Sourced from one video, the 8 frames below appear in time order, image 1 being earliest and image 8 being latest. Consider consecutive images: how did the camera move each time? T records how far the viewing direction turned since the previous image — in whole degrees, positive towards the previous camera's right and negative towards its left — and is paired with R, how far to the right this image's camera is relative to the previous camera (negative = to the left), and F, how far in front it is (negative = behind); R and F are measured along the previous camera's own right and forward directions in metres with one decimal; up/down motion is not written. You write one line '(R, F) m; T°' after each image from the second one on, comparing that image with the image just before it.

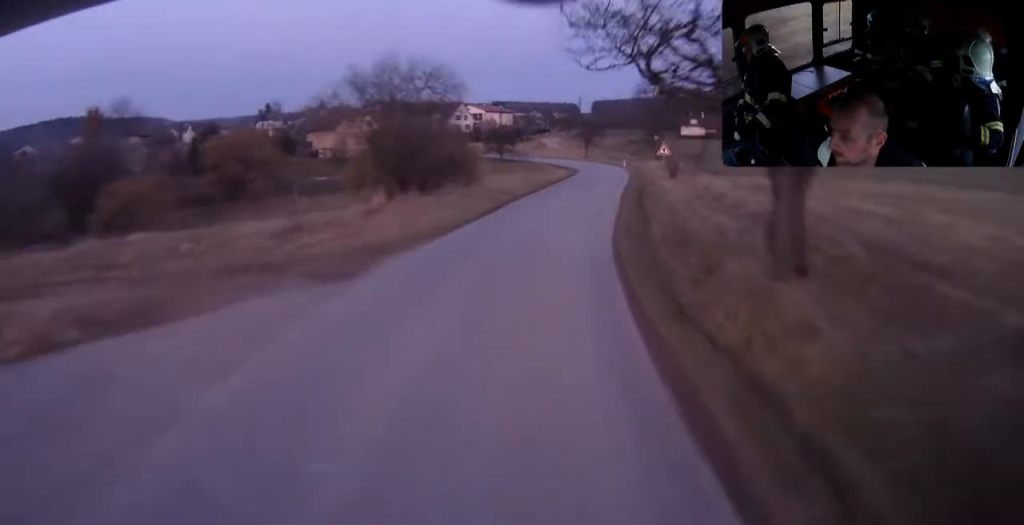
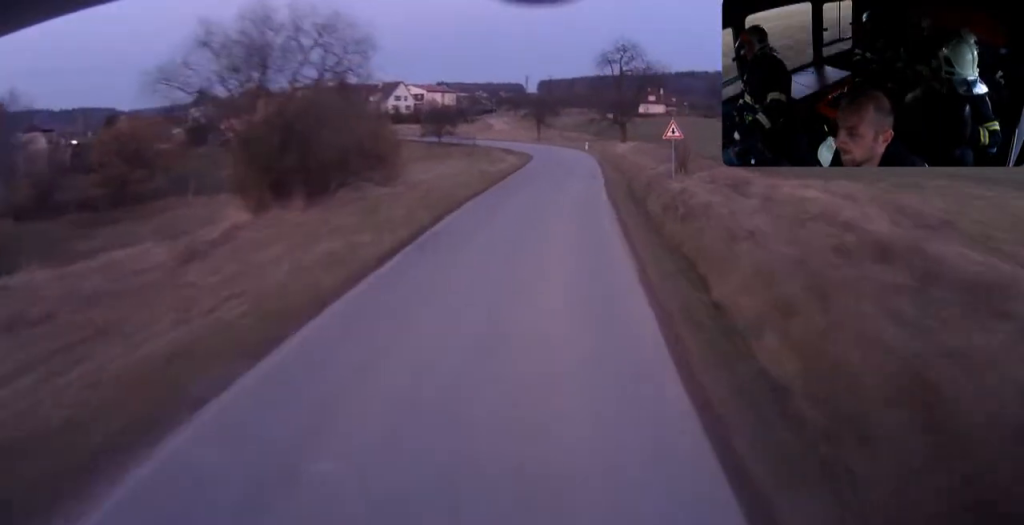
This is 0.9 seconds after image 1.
(+0.4, +16.3) m; +3°
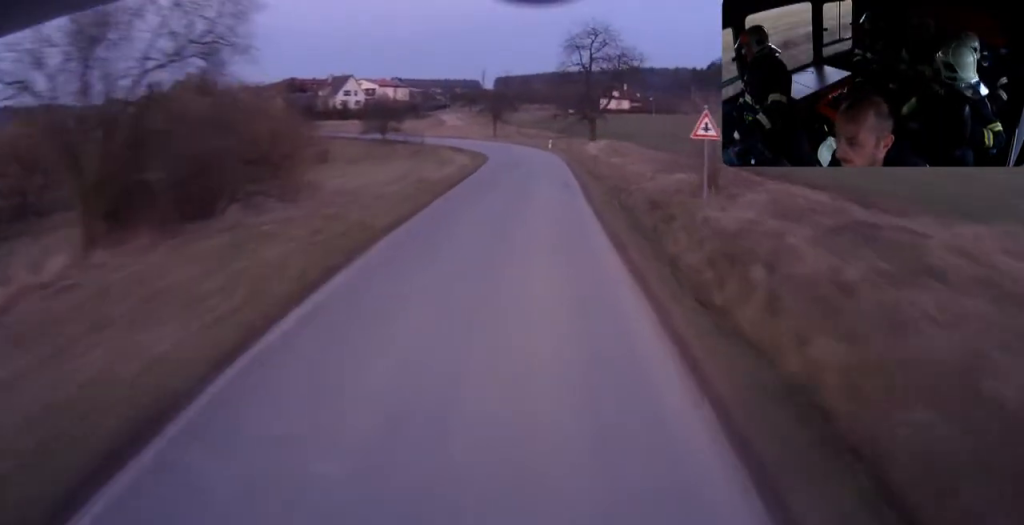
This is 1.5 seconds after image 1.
(+0.2, +11.3) m; +3°
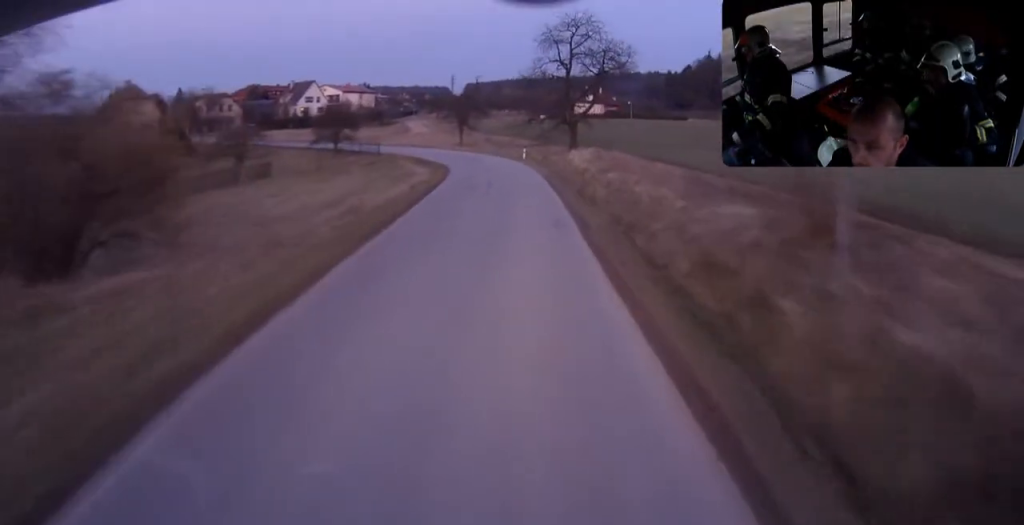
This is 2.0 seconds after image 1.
(+0.3, +10.0) m; +1°
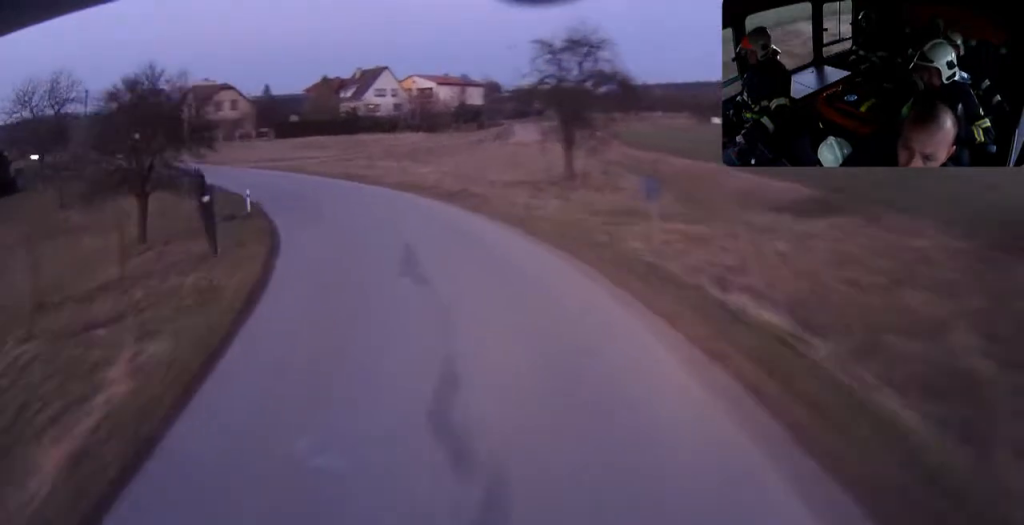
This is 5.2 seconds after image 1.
(-5.6, +58.1) m; -17°
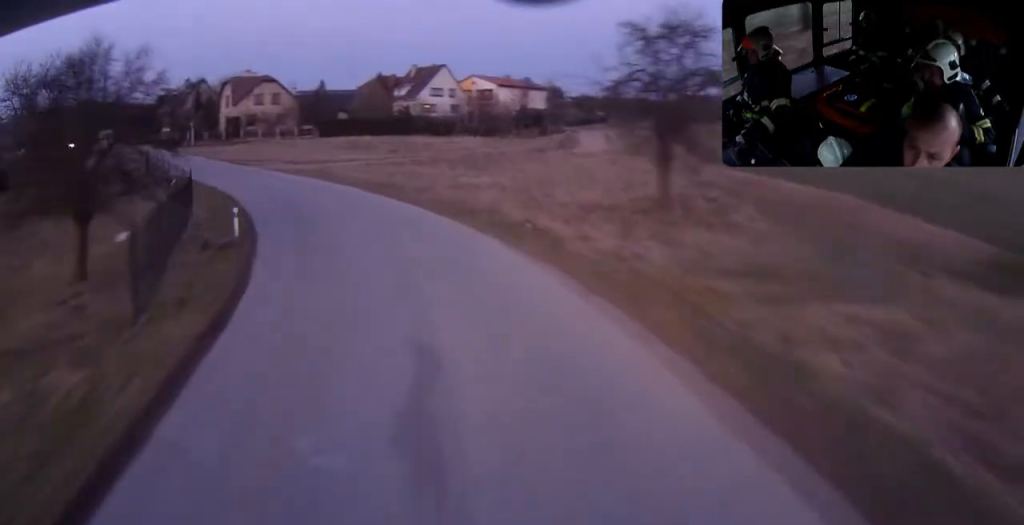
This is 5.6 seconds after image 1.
(0.0, +7.6) m; -3°
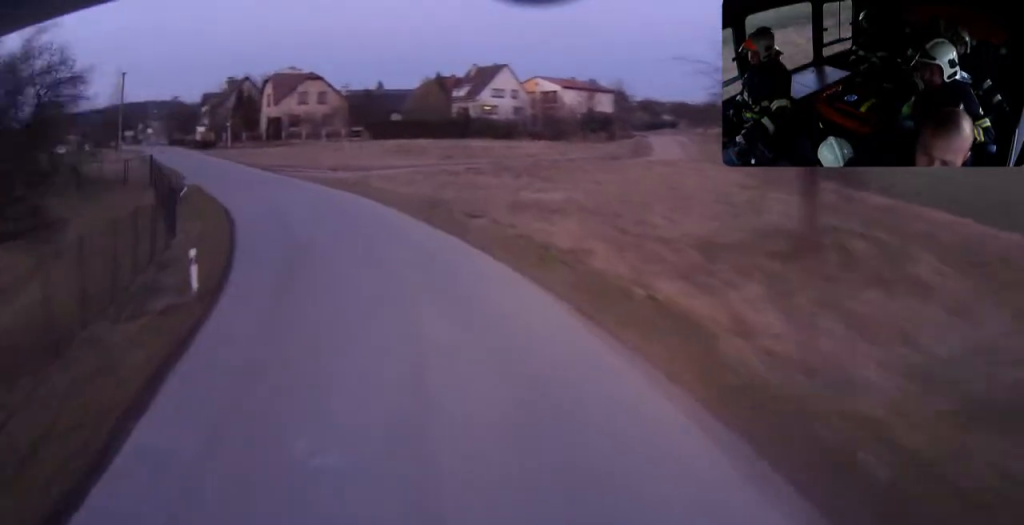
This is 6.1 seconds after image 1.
(-0.4, +7.3) m; -5°
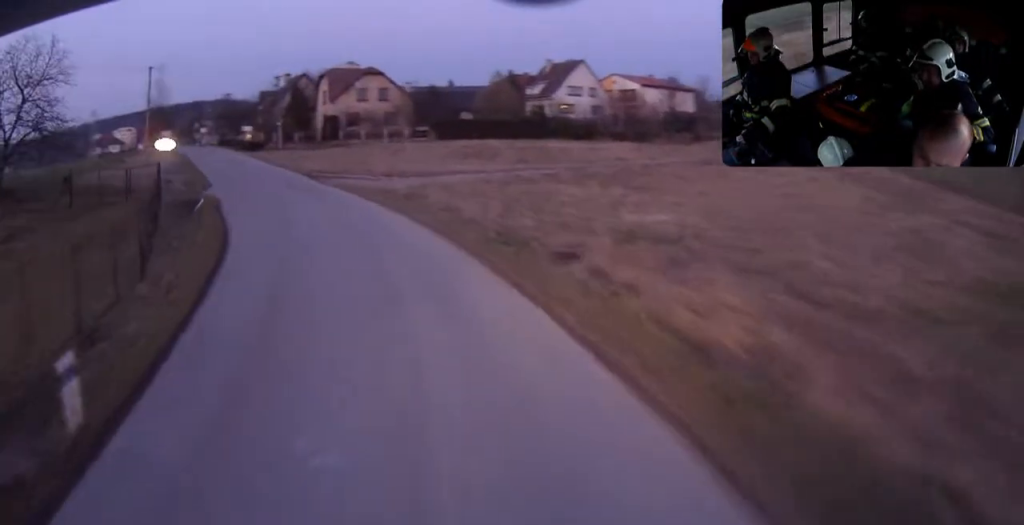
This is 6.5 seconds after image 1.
(+0.1, +7.2) m; -5°
